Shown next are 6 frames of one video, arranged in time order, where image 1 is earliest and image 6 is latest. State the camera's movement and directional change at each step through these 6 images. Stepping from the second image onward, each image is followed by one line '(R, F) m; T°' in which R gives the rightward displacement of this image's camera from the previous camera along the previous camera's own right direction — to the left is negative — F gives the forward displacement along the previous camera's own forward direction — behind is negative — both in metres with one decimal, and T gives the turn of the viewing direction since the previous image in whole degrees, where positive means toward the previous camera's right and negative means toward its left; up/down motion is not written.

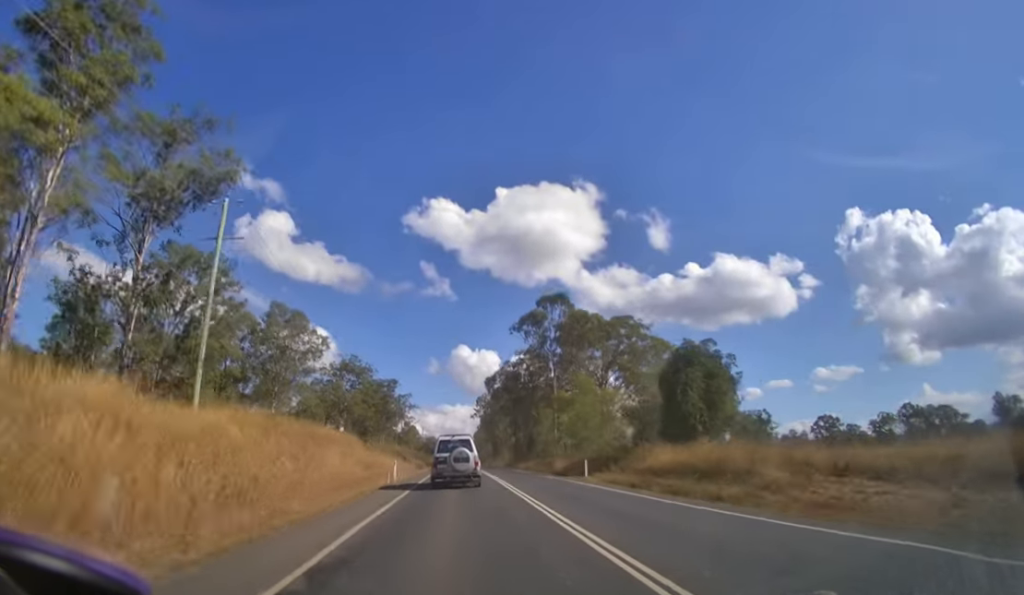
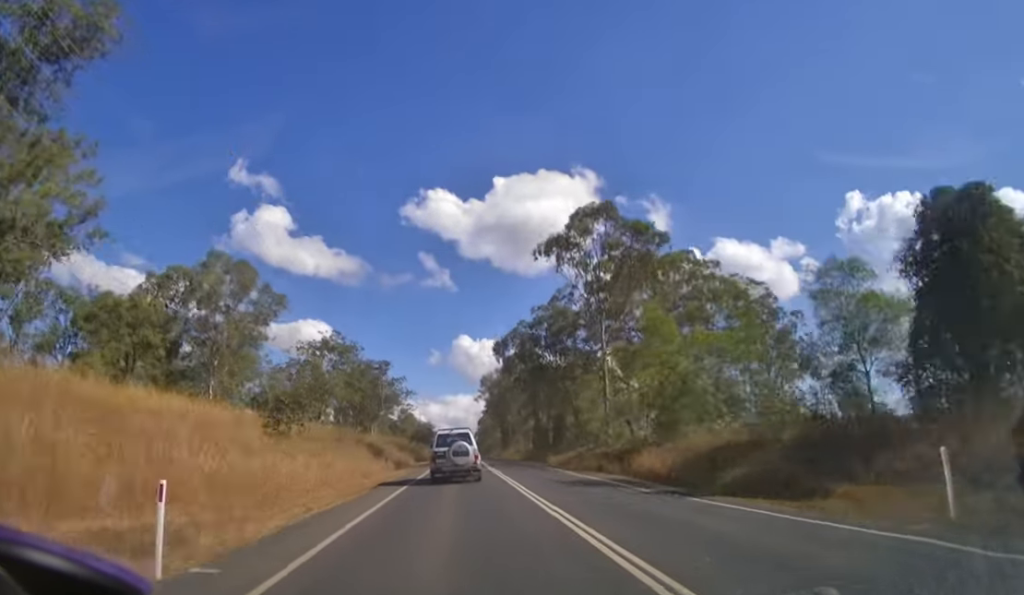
(0.0, +21.8) m; 0°
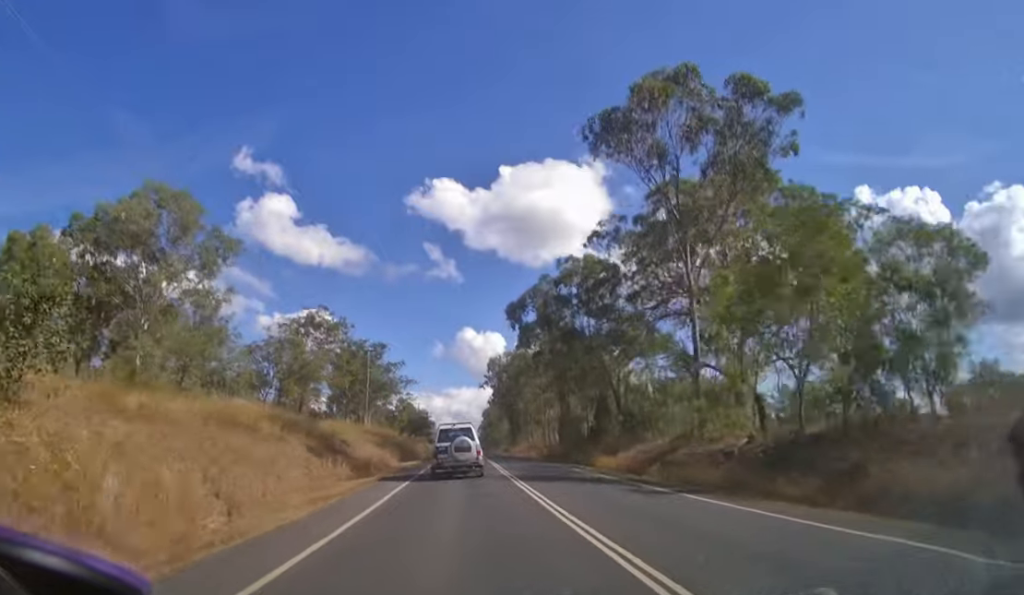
(0.0, +15.1) m; 0°
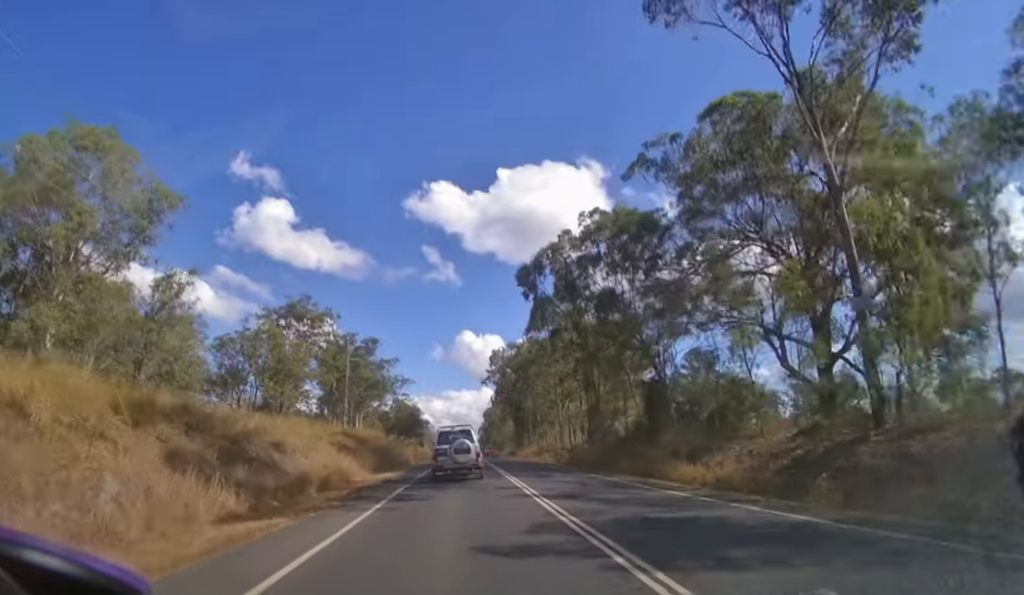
(0.0, +10.1) m; 0°
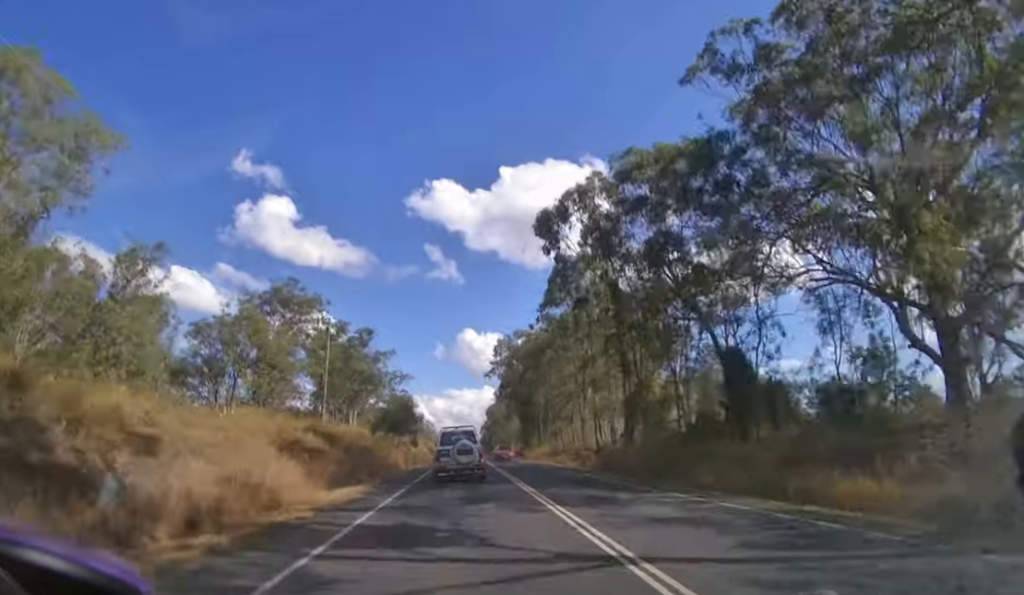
(0.0, +8.5) m; 0°
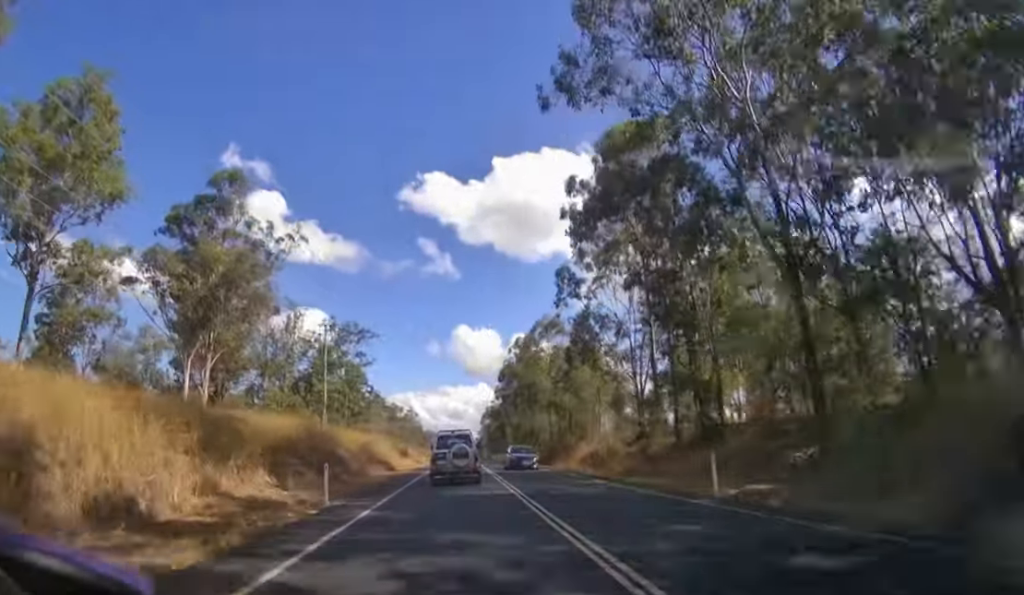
(+0.2, +59.2) m; 0°
